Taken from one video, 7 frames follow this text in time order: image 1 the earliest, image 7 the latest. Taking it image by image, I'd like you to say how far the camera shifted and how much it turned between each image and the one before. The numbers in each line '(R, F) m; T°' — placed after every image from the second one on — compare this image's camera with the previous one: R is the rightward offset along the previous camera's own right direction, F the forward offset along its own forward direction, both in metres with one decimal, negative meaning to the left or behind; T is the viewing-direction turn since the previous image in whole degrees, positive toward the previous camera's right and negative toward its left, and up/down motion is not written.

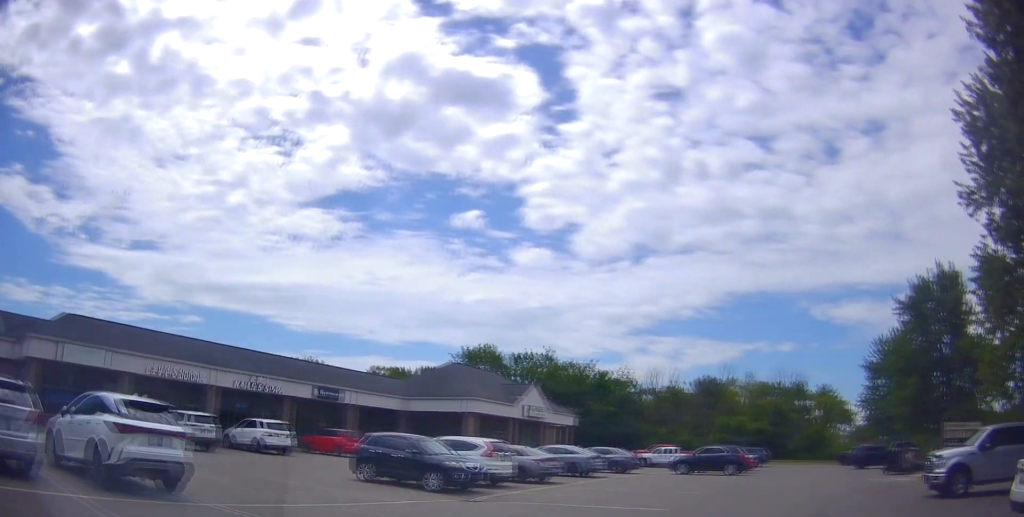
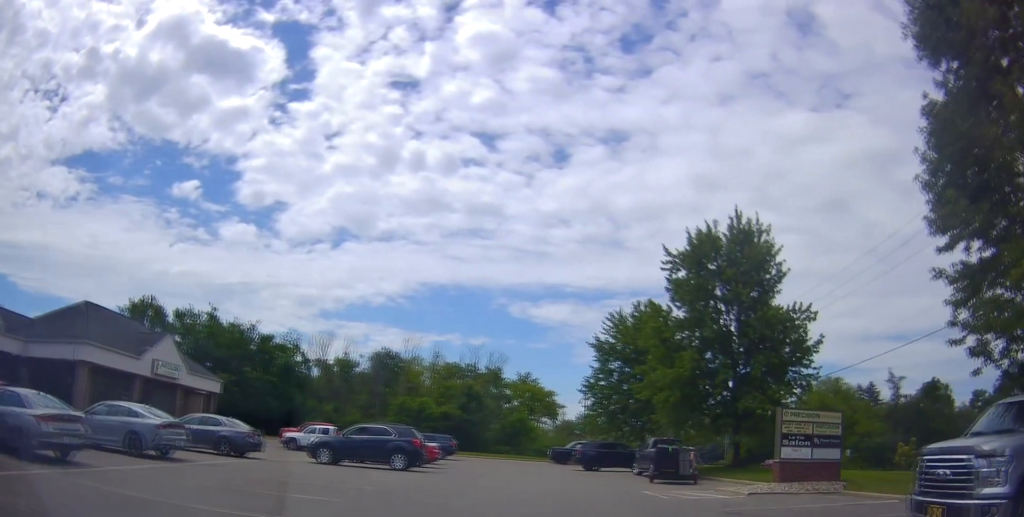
(+3.0, +8.9) m; +31°
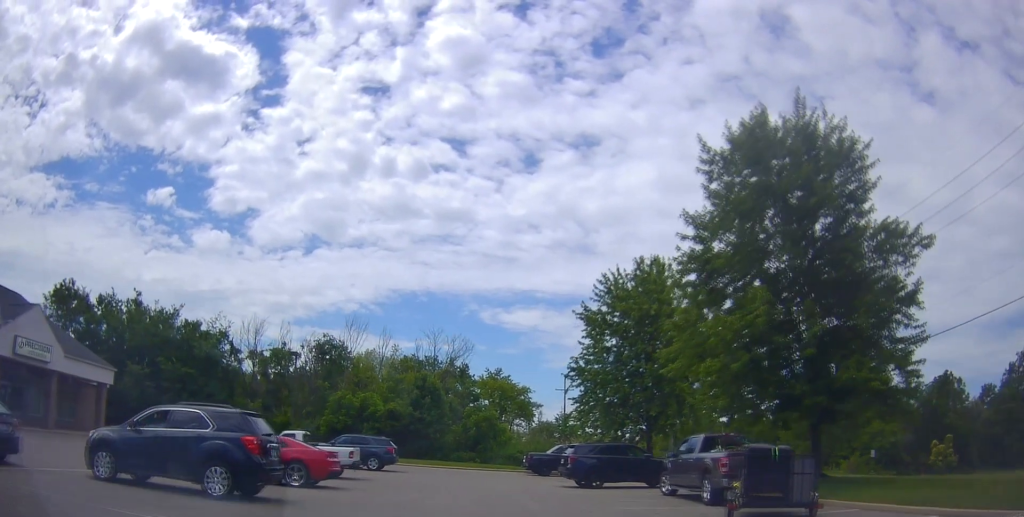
(+0.3, +11.0) m; +2°
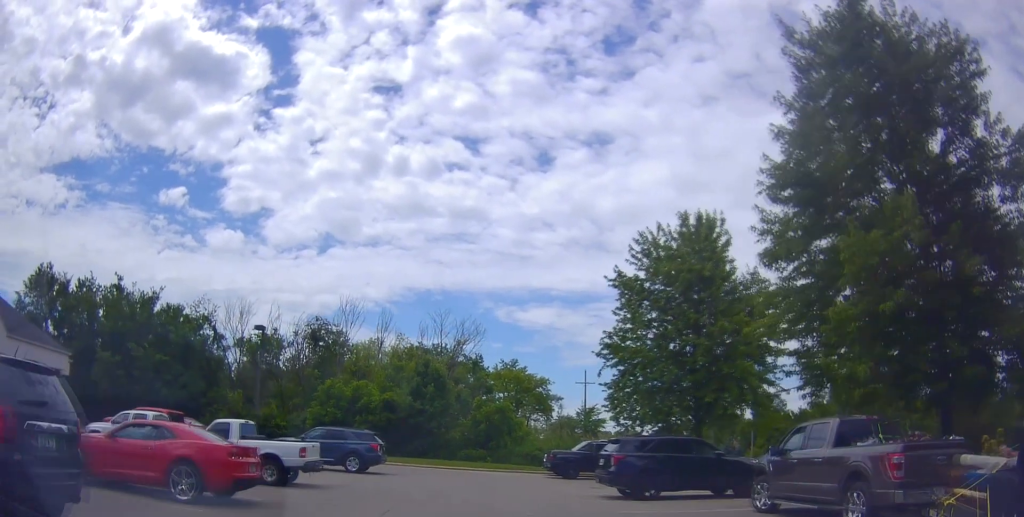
(+0.2, +6.7) m; +4°
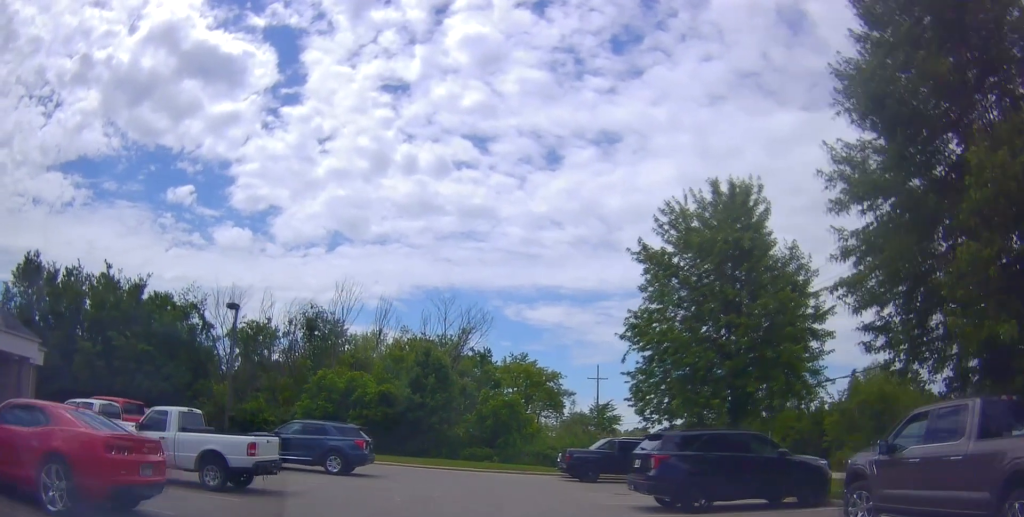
(+0.1, +3.7) m; 0°
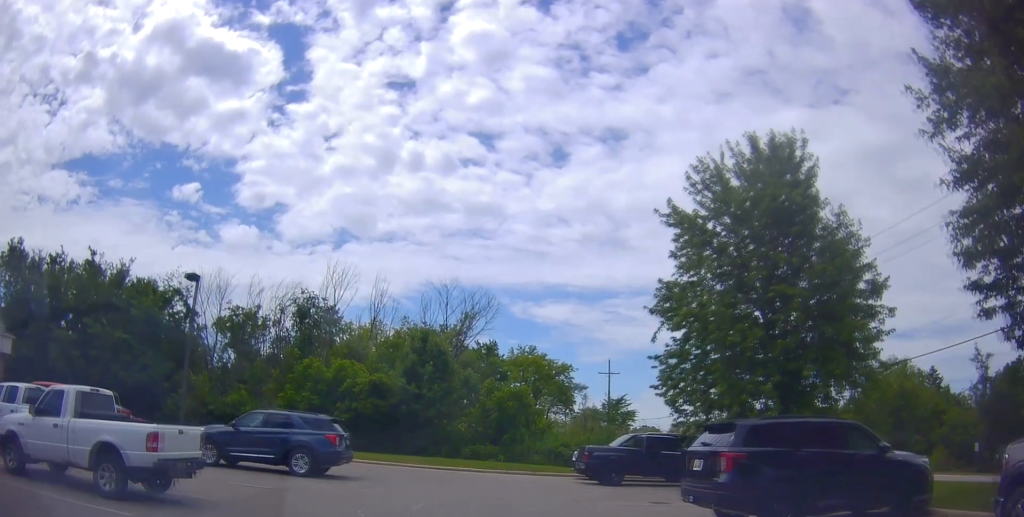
(-0.2, +3.8) m; -2°
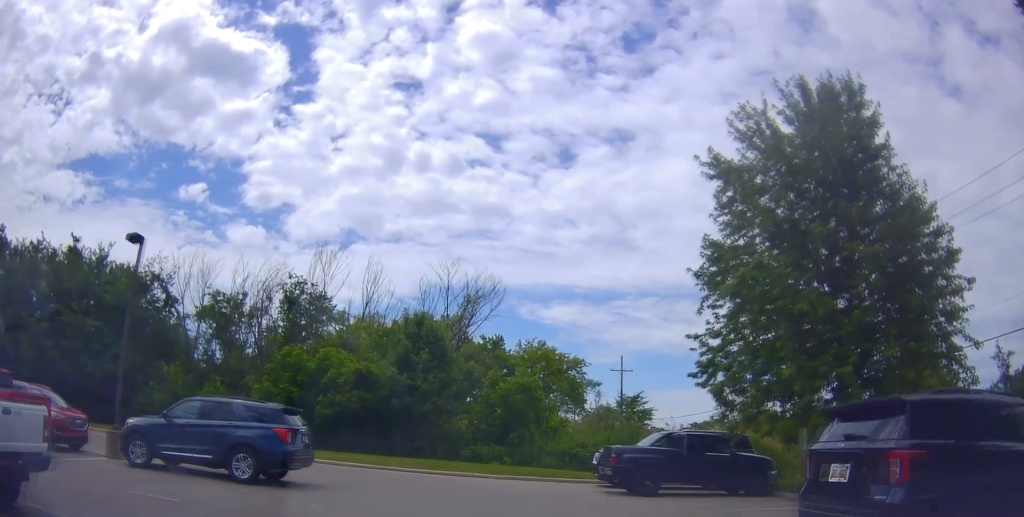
(0.0, +3.9) m; 0°
